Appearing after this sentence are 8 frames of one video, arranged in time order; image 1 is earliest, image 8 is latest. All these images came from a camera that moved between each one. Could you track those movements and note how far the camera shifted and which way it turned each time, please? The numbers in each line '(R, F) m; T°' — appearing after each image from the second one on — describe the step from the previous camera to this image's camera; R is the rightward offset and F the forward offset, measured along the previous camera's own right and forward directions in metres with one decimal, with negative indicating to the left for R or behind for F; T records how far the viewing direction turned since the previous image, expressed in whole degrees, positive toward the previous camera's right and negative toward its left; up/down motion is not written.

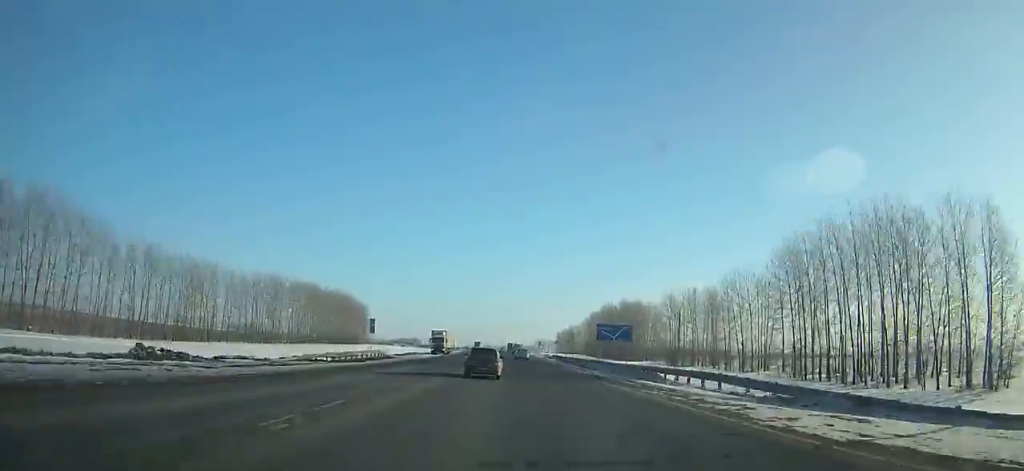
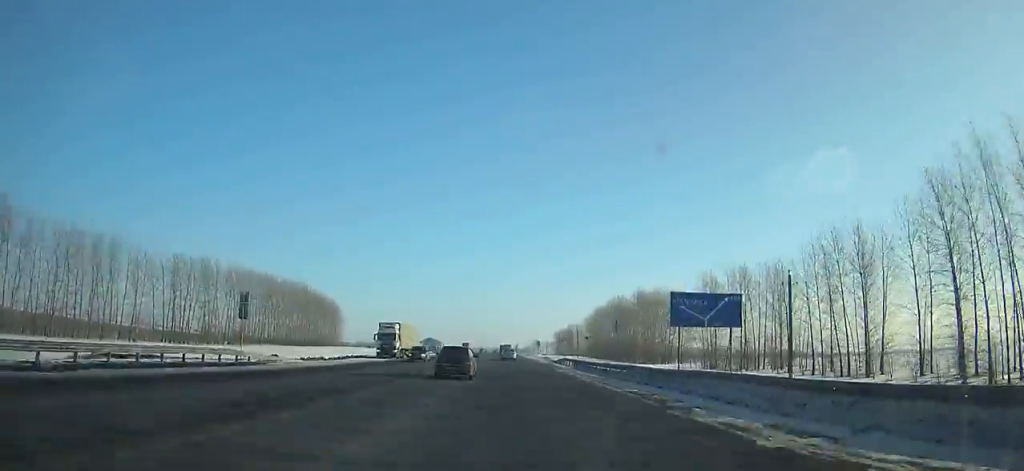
(+0.1, +33.4) m; 0°
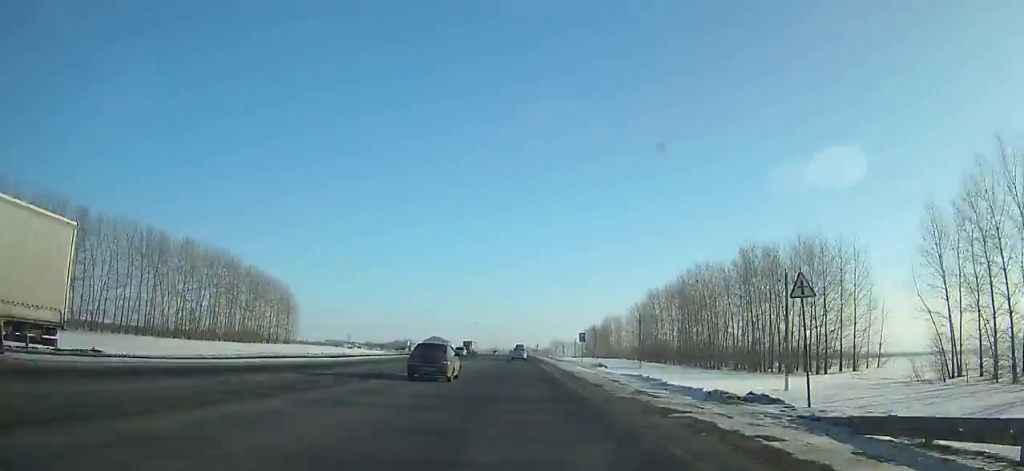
(-0.1, +65.3) m; 0°
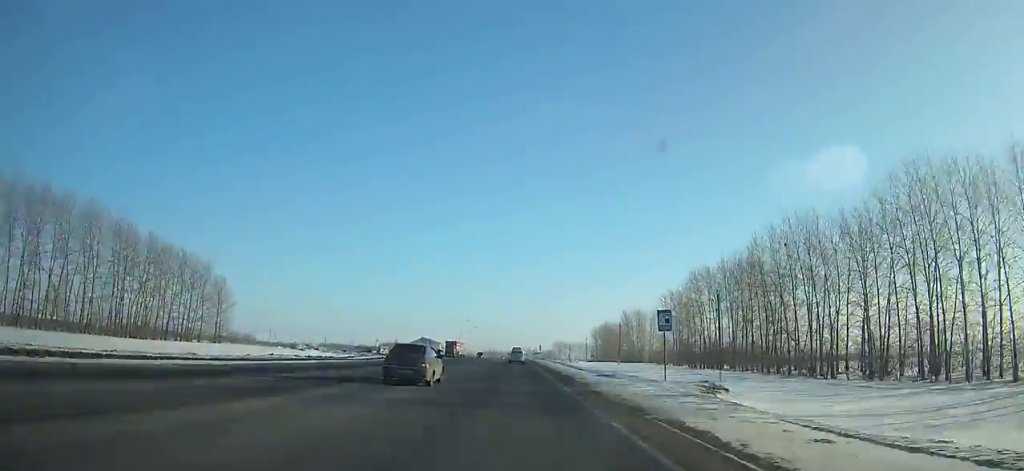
(-0.2, +40.7) m; 0°
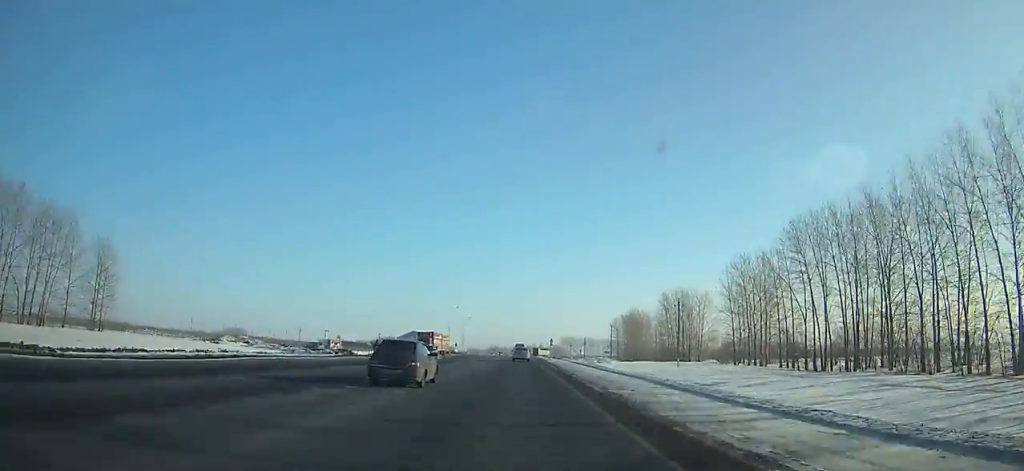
(-0.2, +42.6) m; 0°
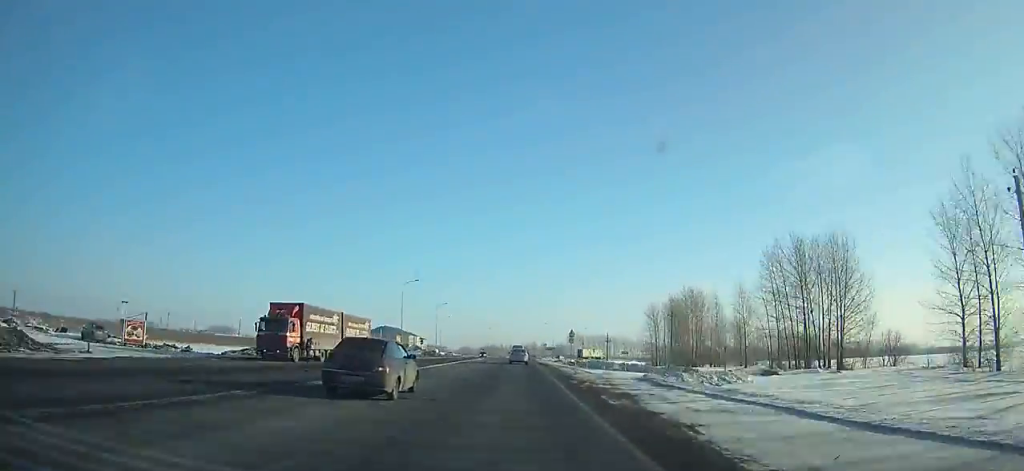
(-0.1, +57.3) m; 0°
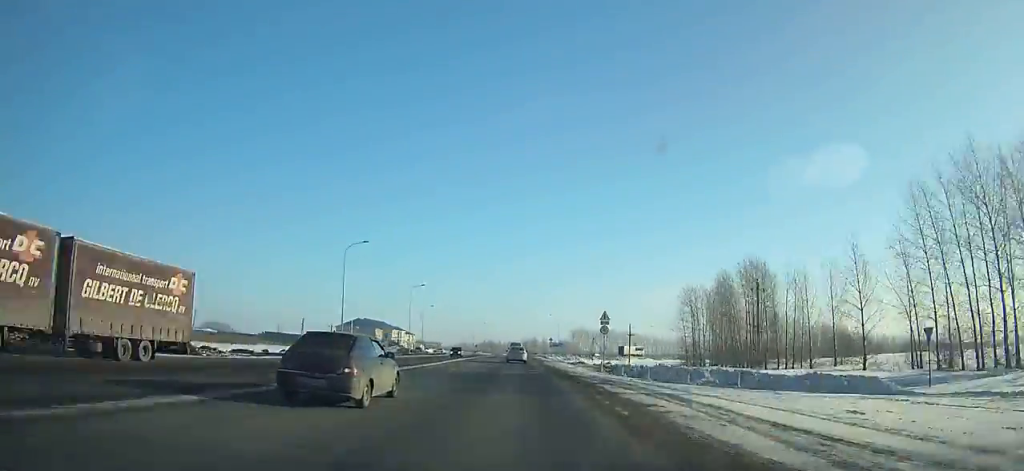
(+0.1, +30.0) m; 0°
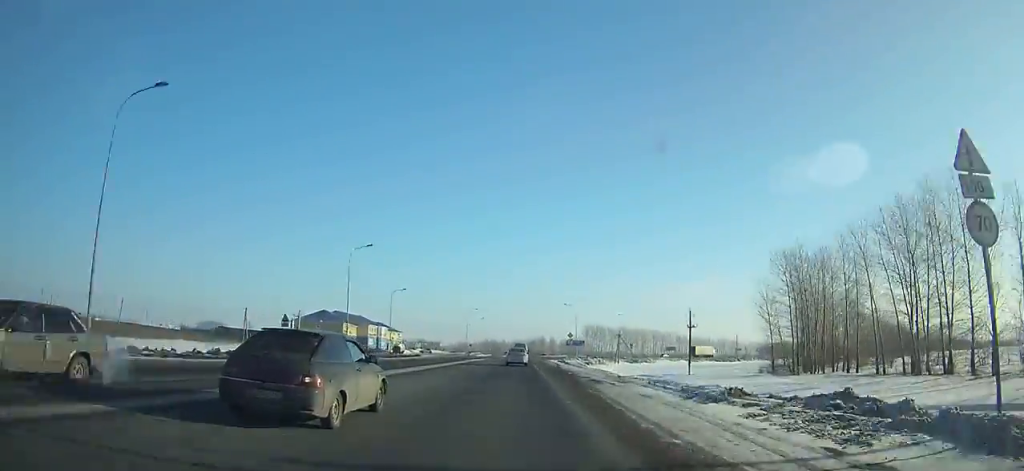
(0.0, +37.1) m; +1°
